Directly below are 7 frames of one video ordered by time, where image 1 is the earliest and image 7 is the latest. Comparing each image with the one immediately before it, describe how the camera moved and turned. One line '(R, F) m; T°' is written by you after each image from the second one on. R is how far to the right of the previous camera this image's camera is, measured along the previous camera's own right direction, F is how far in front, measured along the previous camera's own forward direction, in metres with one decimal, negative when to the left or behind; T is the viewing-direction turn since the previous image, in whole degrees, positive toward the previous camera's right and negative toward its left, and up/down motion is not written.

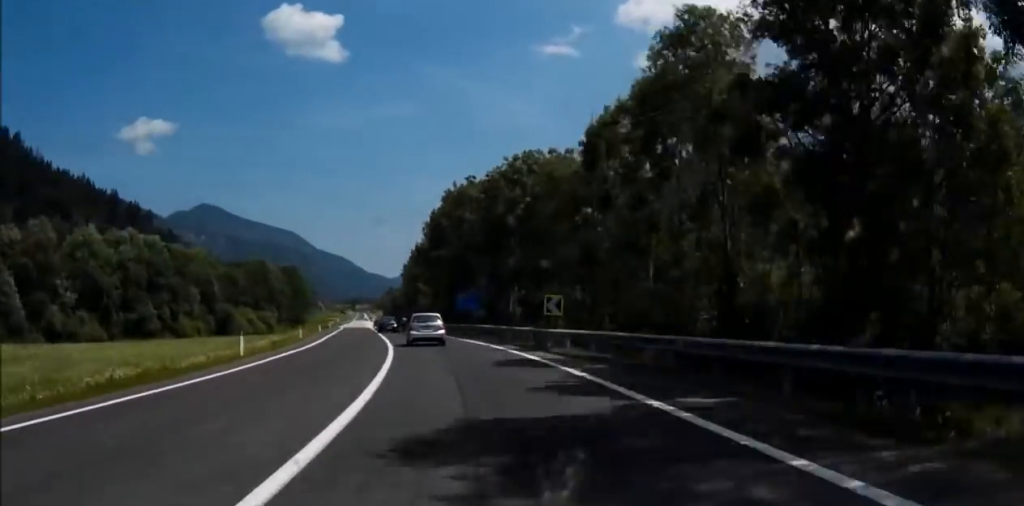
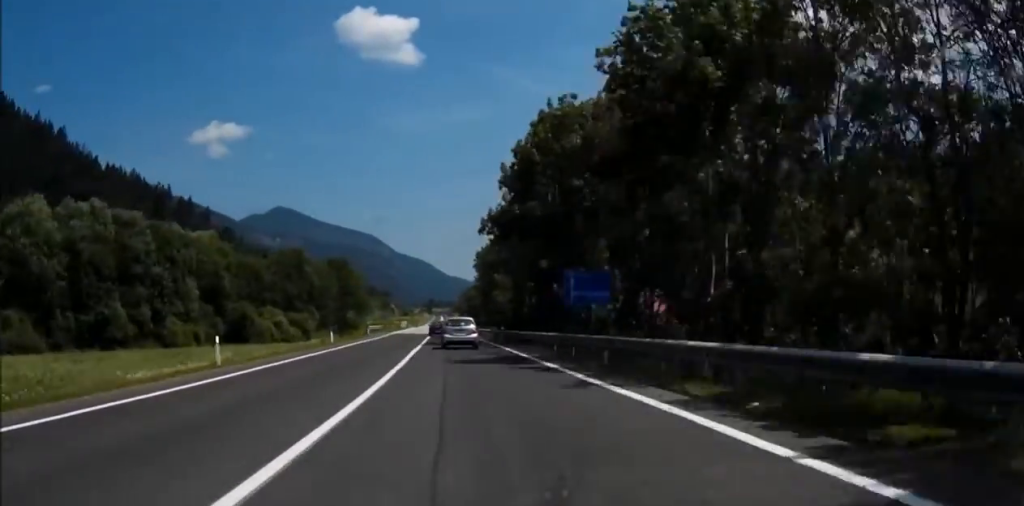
(-0.9, +29.1) m; -5°
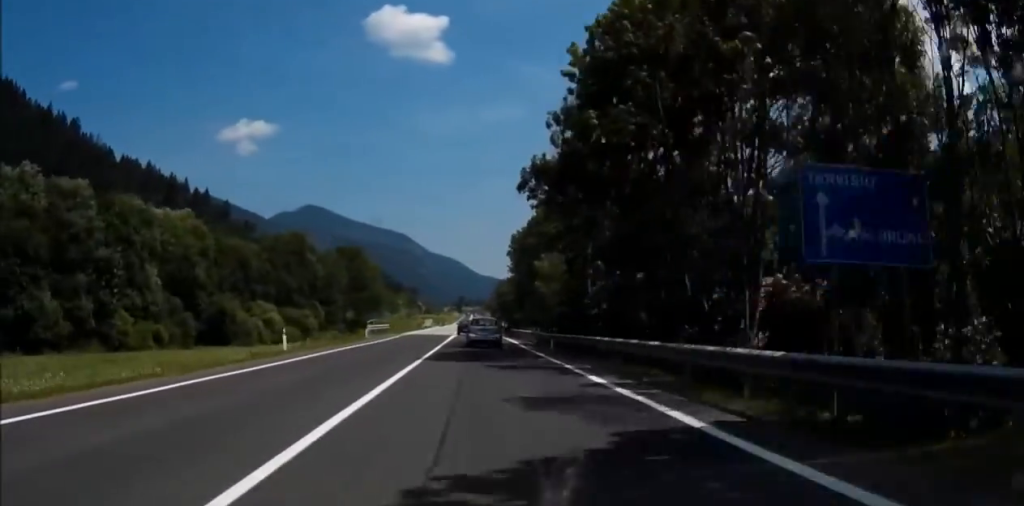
(-0.9, +18.5) m; -1°
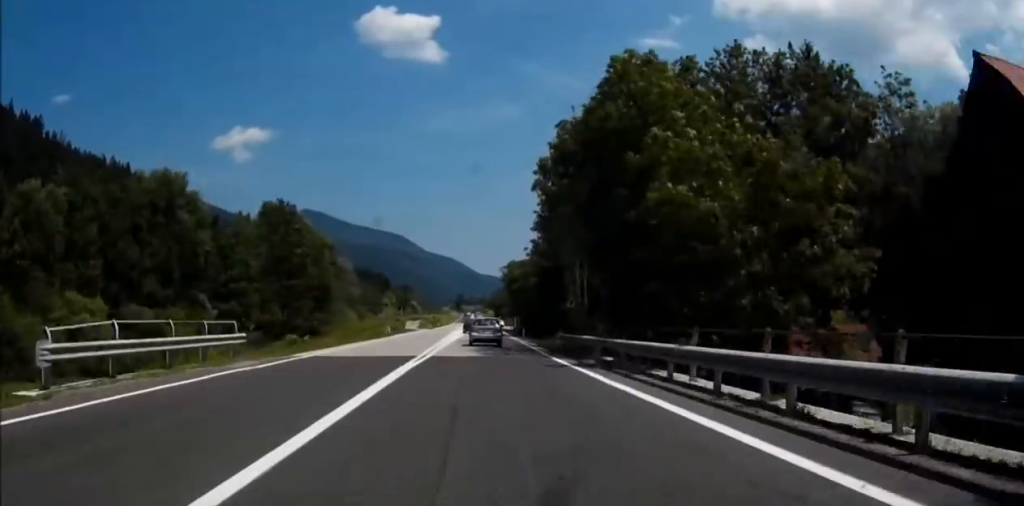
(-1.1, +43.1) m; -2°
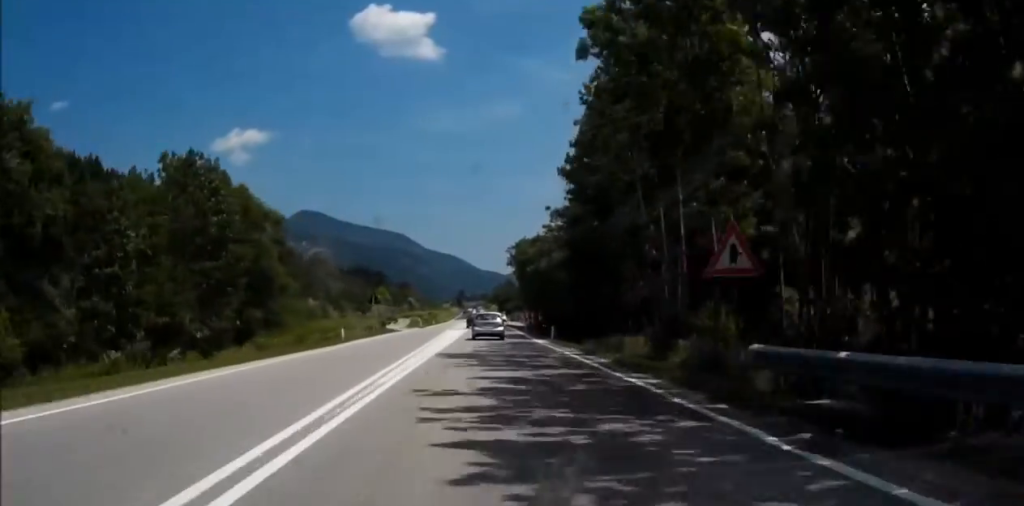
(+0.1, +23.2) m; 0°
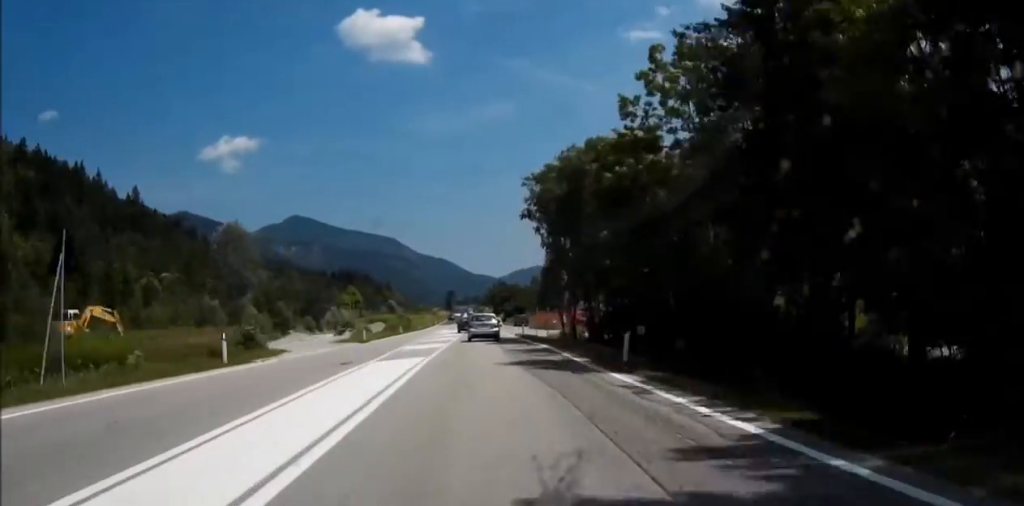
(-0.5, +45.0) m; 0°
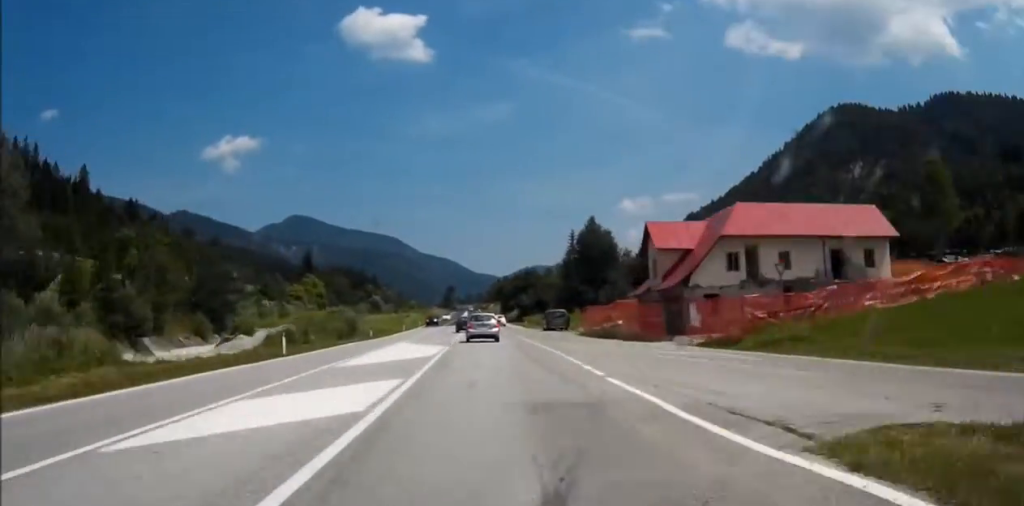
(+0.3, +51.5) m; 0°
